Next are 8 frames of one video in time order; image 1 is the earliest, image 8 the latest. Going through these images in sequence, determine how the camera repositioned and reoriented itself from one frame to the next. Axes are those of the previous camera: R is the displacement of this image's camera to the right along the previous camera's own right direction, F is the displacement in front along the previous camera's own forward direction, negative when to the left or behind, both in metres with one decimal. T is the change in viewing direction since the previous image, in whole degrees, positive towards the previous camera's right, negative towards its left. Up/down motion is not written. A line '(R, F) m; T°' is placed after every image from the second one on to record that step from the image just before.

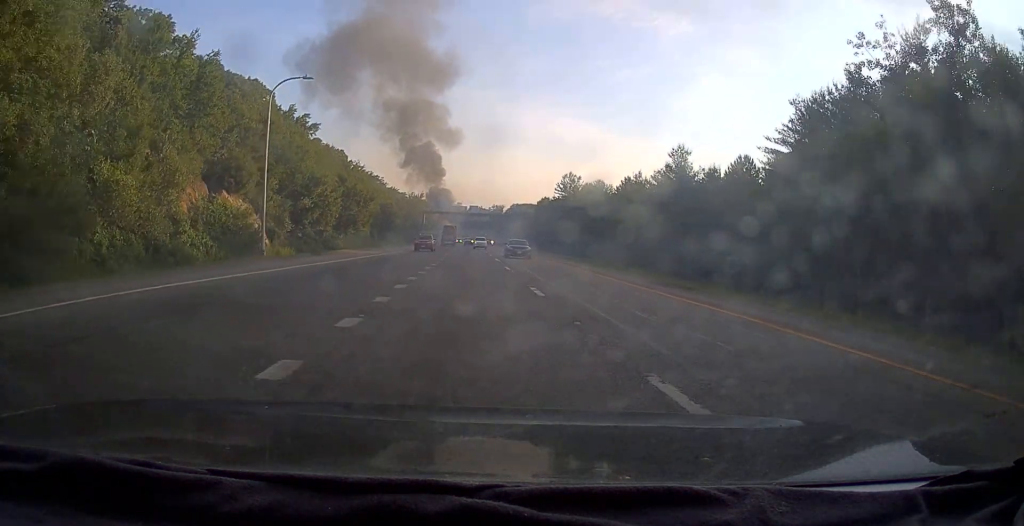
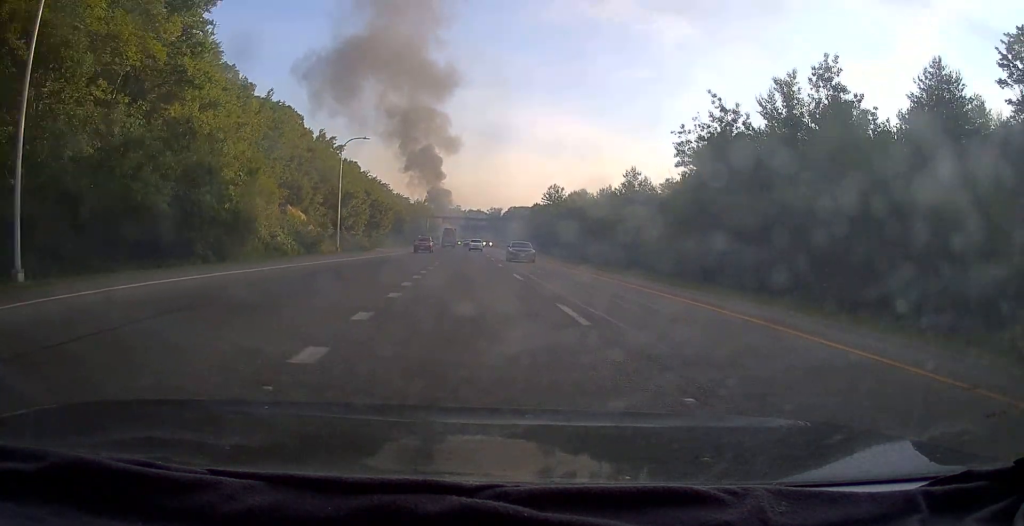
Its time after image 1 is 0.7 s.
(-0.1, +19.0) m; 0°
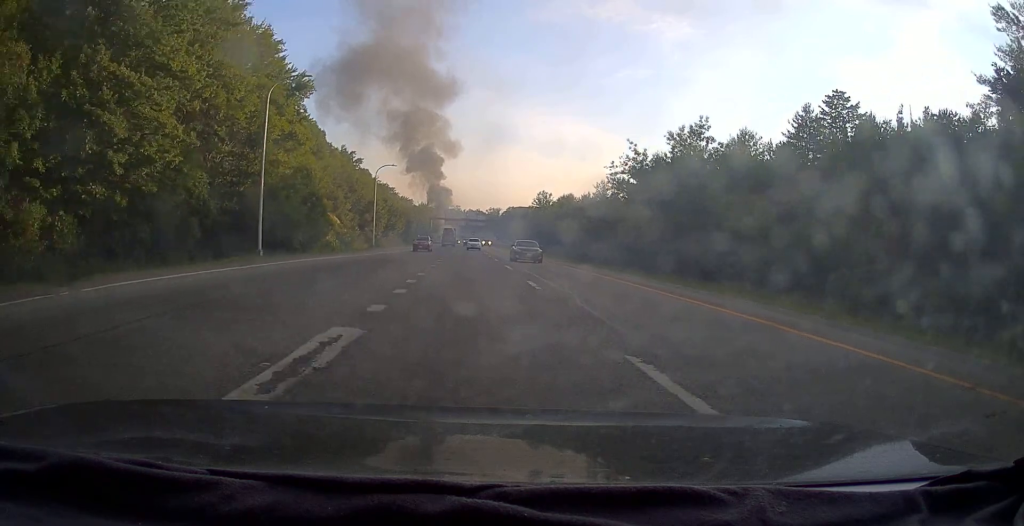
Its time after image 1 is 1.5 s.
(0.0, +19.0) m; 0°
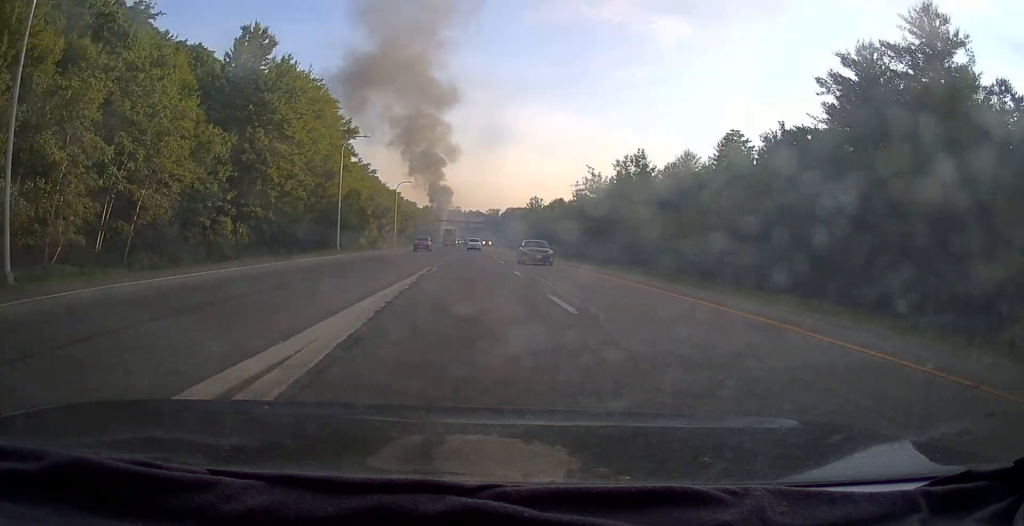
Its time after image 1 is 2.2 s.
(-0.1, +19.1) m; 0°
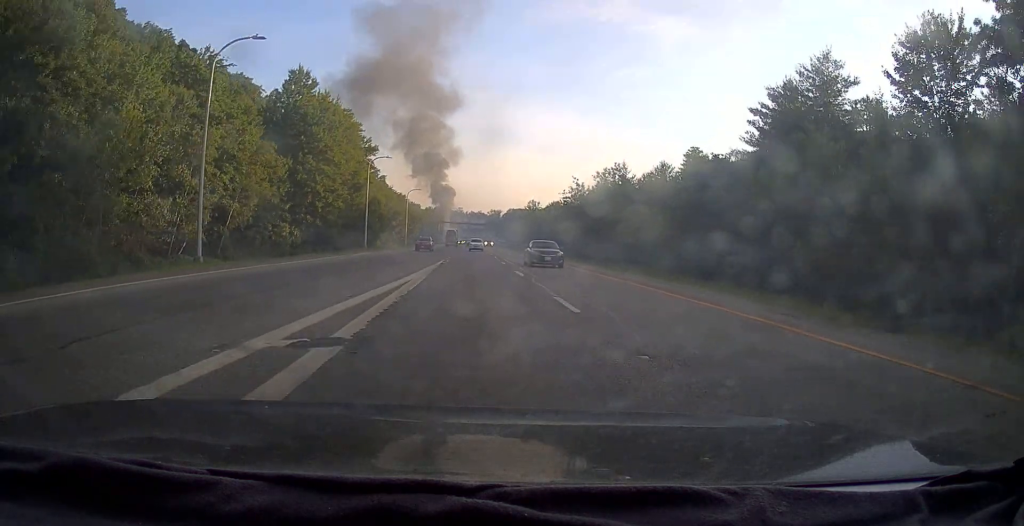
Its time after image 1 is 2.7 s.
(0.0, +12.2) m; 0°
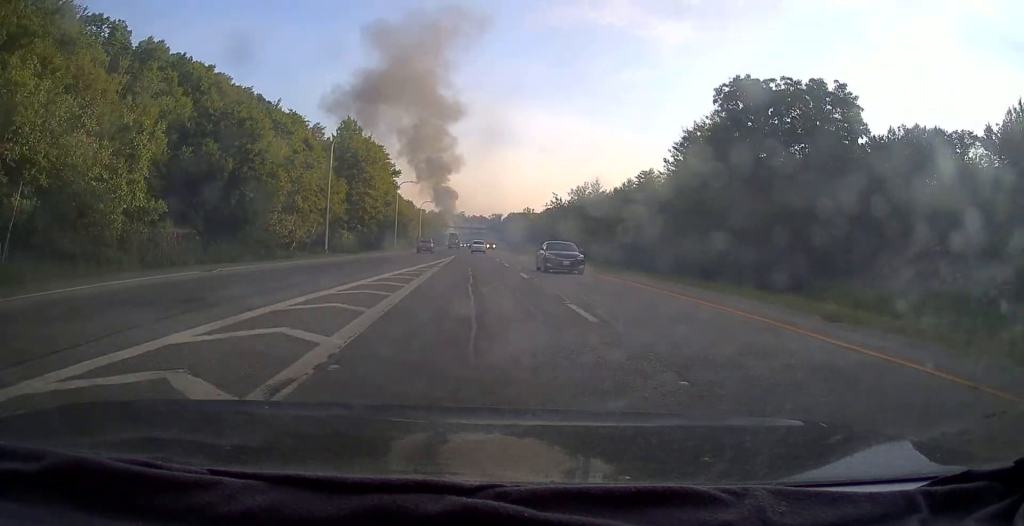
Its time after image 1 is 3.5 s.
(+0.1, +22.8) m; 0°
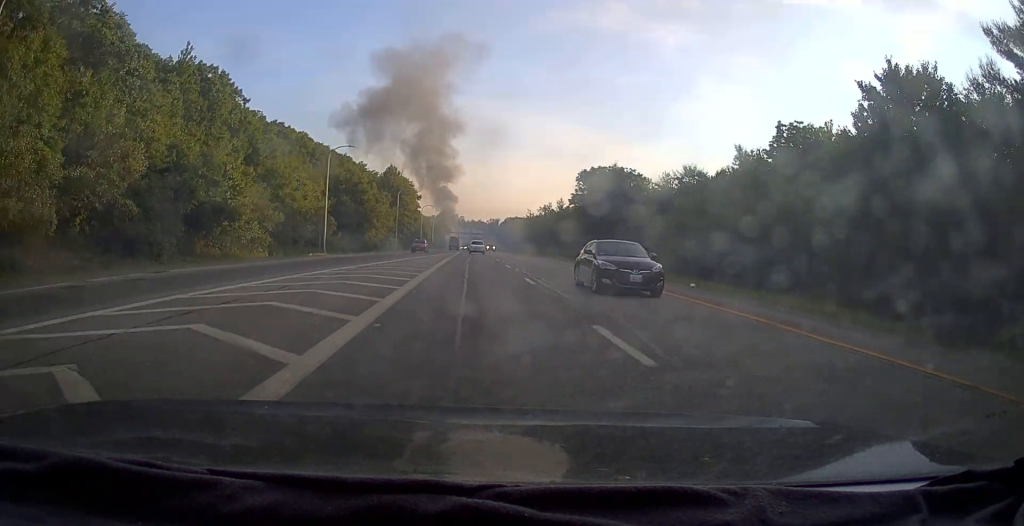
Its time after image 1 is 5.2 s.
(-0.2, +45.3) m; 0°
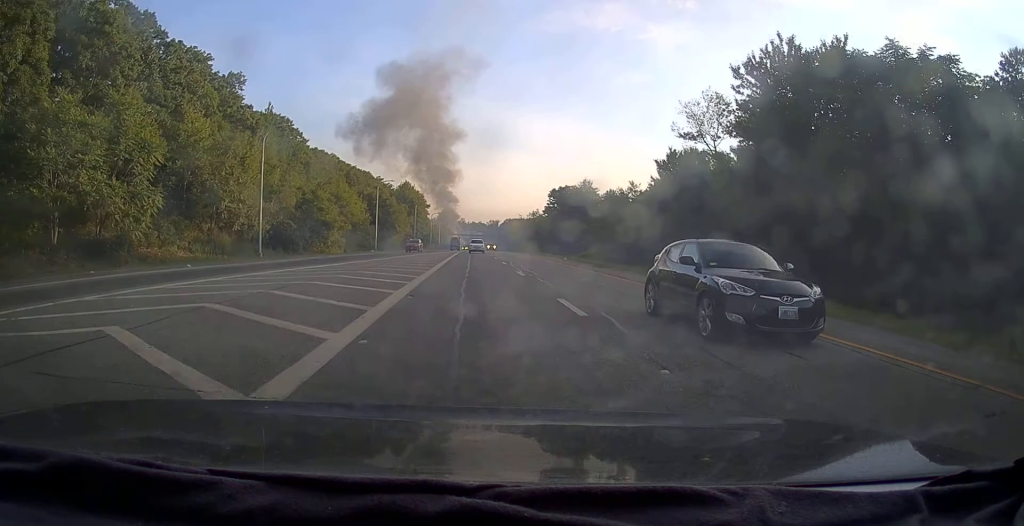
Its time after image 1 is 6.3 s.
(0.0, +28.7) m; 0°
